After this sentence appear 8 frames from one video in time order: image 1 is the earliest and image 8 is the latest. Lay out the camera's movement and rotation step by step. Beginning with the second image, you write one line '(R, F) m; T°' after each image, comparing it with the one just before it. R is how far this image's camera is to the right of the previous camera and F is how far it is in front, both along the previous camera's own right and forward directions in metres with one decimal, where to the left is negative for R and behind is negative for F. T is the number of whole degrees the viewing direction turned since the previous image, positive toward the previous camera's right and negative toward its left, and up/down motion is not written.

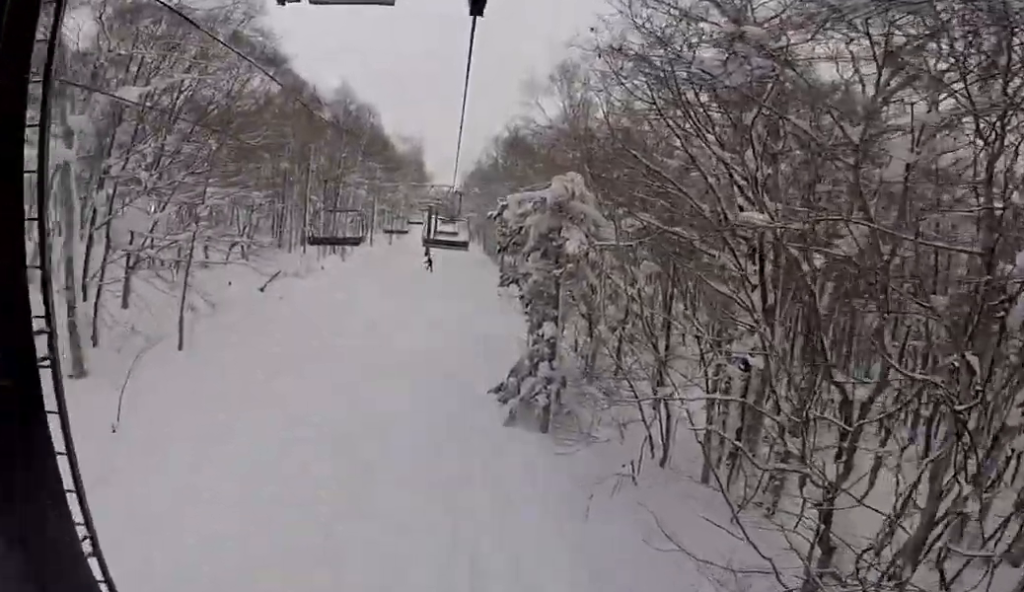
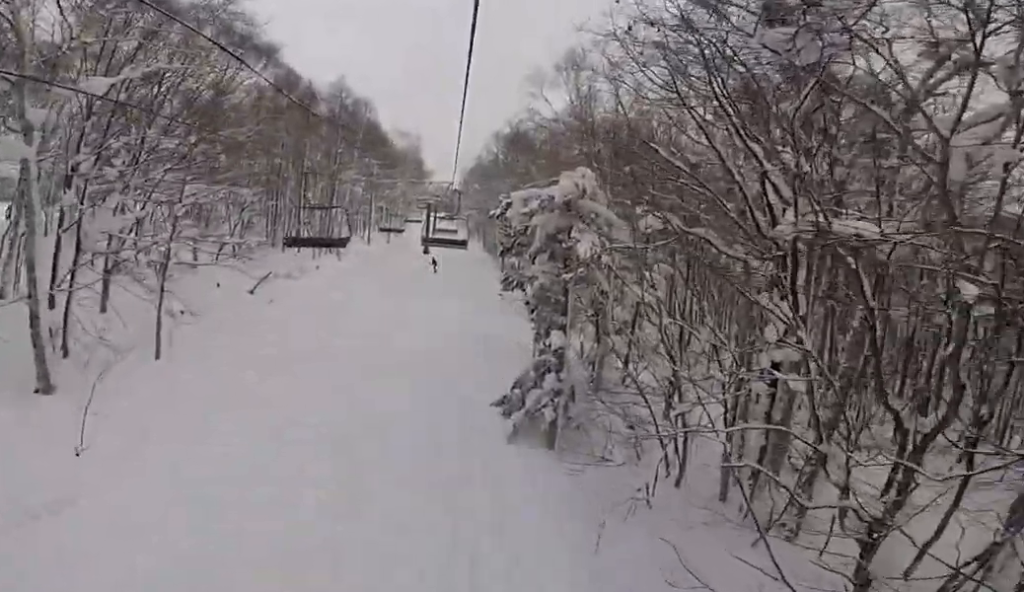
(0.0, +1.4) m; +1°
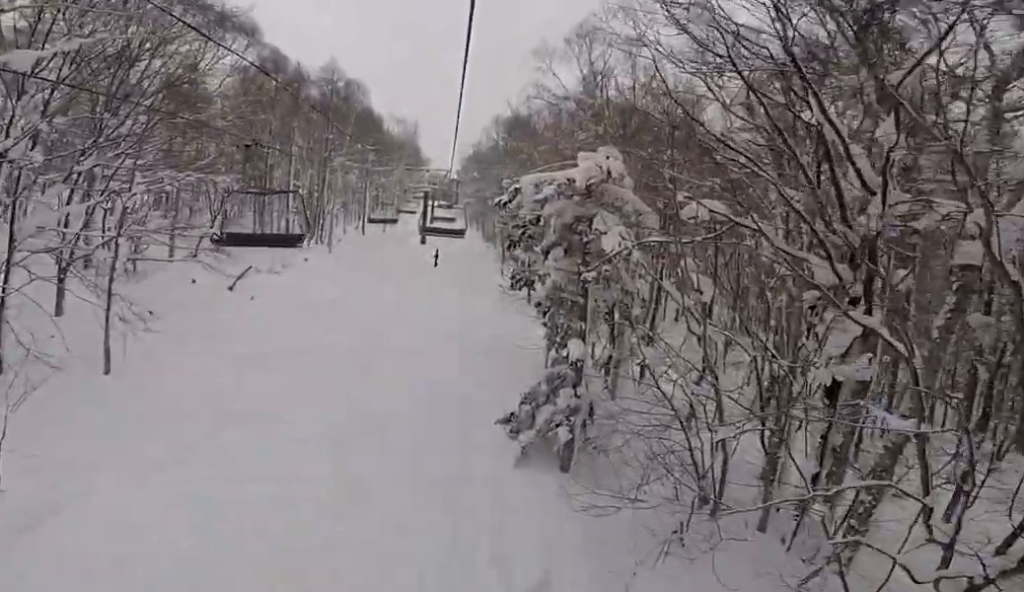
(0.0, +2.4) m; +1°
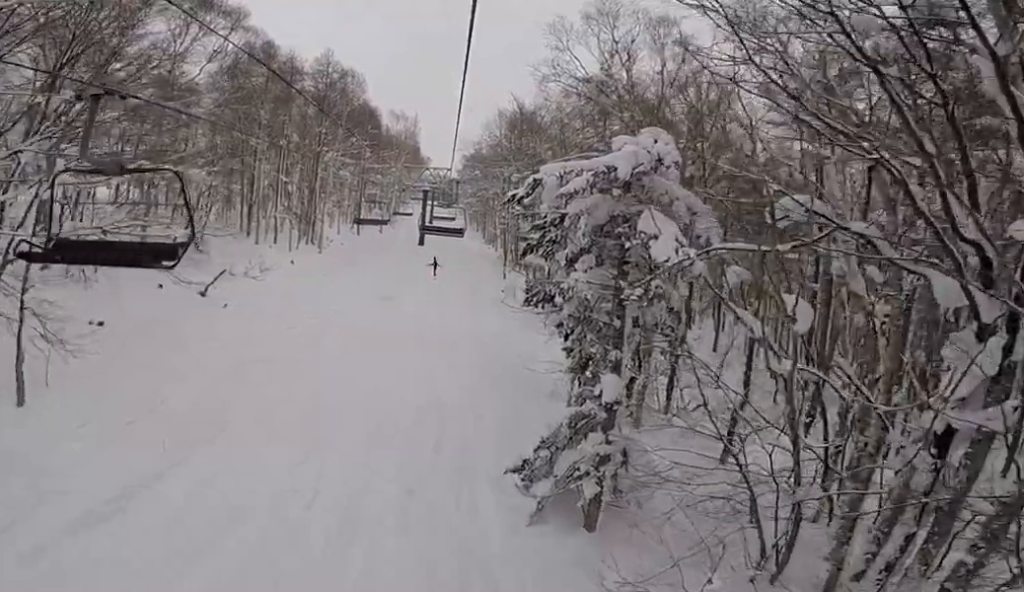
(0.0, +2.8) m; 0°
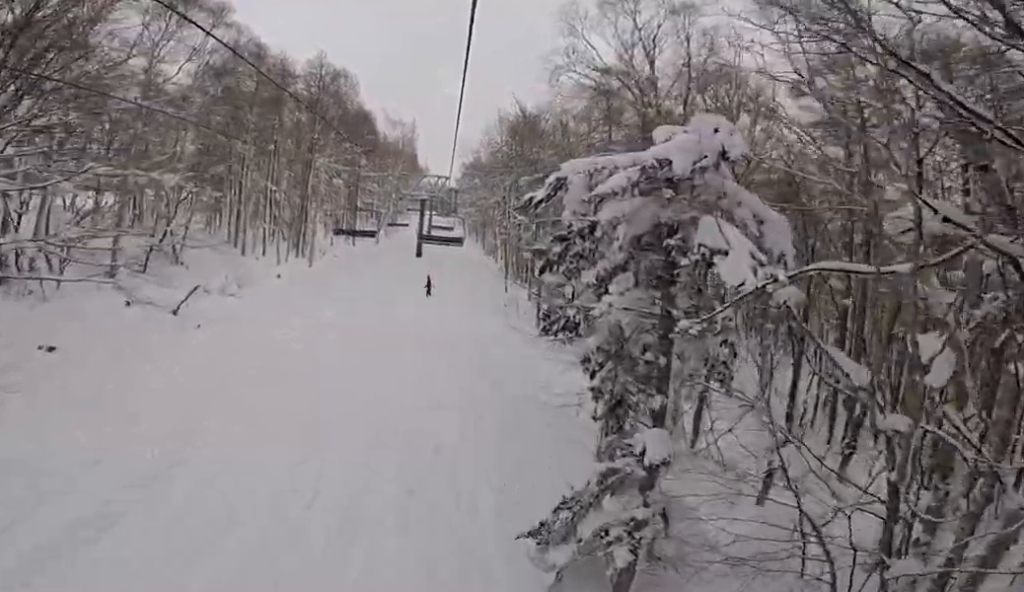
(0.0, +2.2) m; 0°
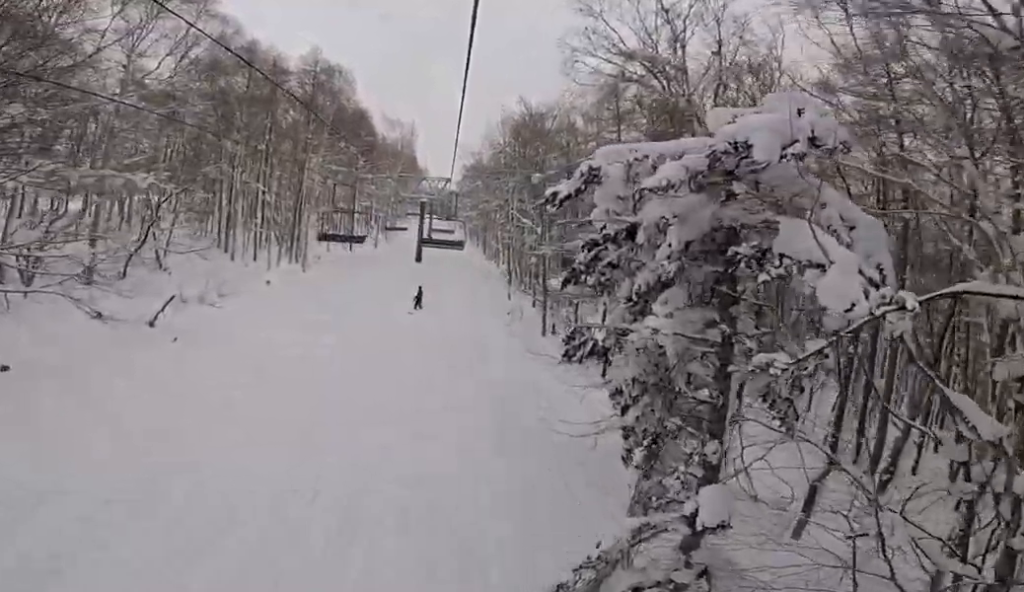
(0.0, +1.7) m; 0°
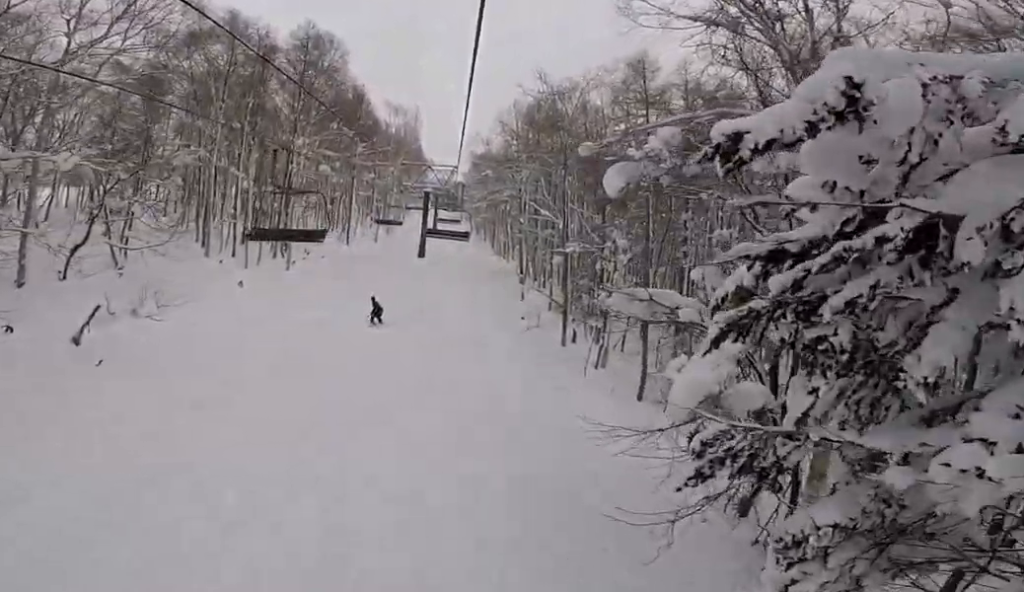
(0.0, +4.2) m; +1°
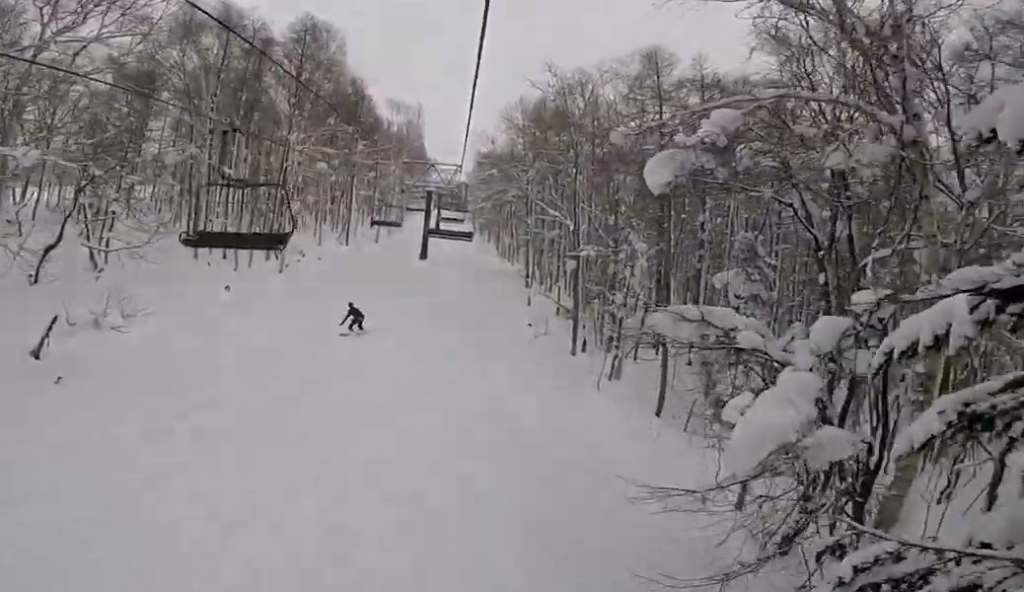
(0.0, +1.6) m; +1°
